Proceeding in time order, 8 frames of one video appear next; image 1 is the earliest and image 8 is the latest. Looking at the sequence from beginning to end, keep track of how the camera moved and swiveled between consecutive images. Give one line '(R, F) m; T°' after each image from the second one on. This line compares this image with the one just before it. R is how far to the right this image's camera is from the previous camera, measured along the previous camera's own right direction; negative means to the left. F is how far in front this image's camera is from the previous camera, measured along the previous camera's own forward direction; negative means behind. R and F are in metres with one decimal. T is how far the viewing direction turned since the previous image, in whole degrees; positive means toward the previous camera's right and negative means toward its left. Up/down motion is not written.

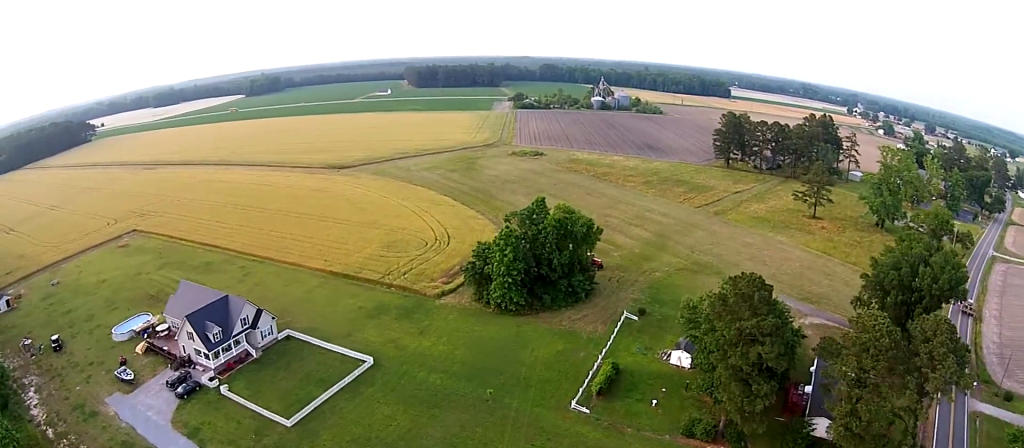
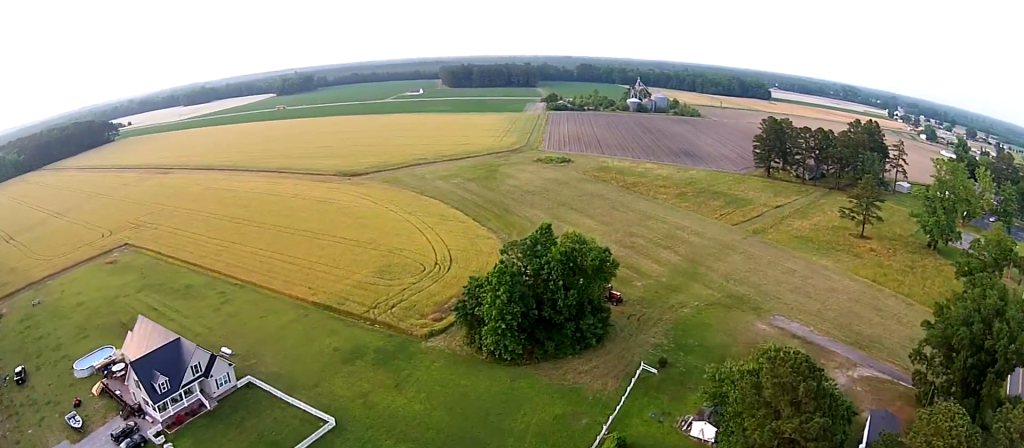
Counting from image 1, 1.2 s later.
(-1.1, +18.7) m; -8°
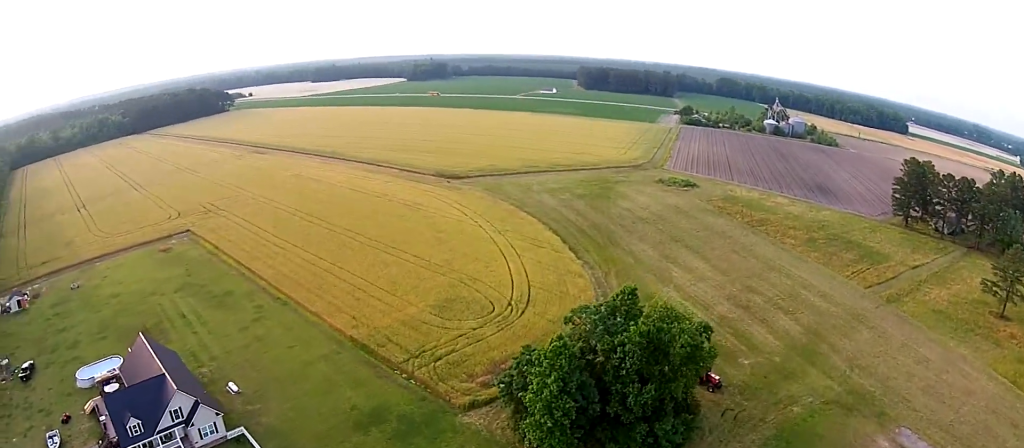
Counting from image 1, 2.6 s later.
(-2.5, +23.4) m; -12°
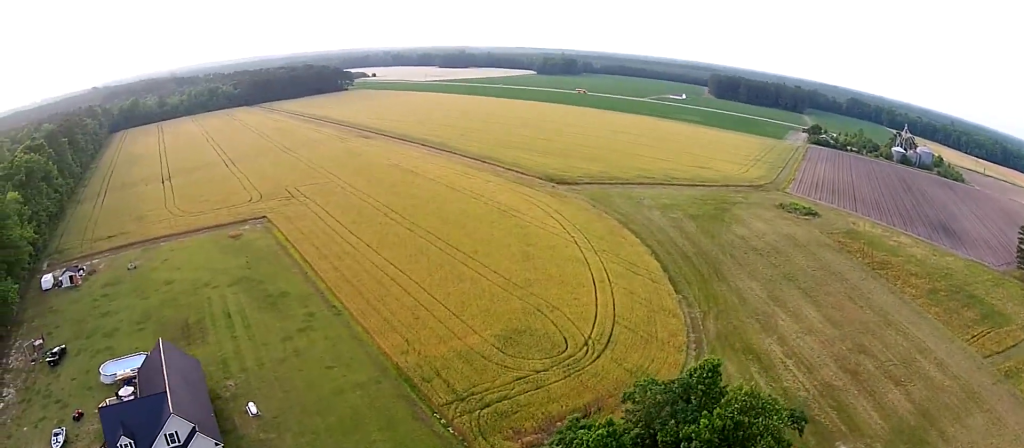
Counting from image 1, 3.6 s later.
(-1.1, +15.7) m; -8°
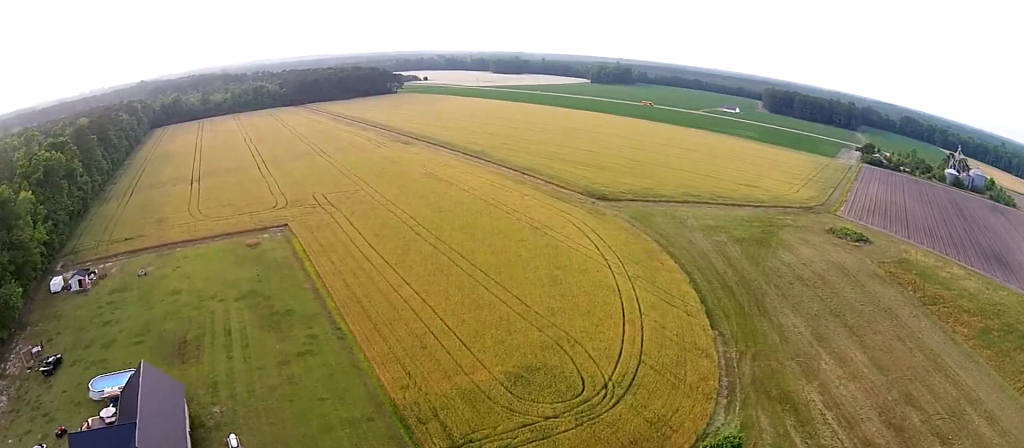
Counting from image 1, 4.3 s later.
(-0.3, +10.5) m; -5°
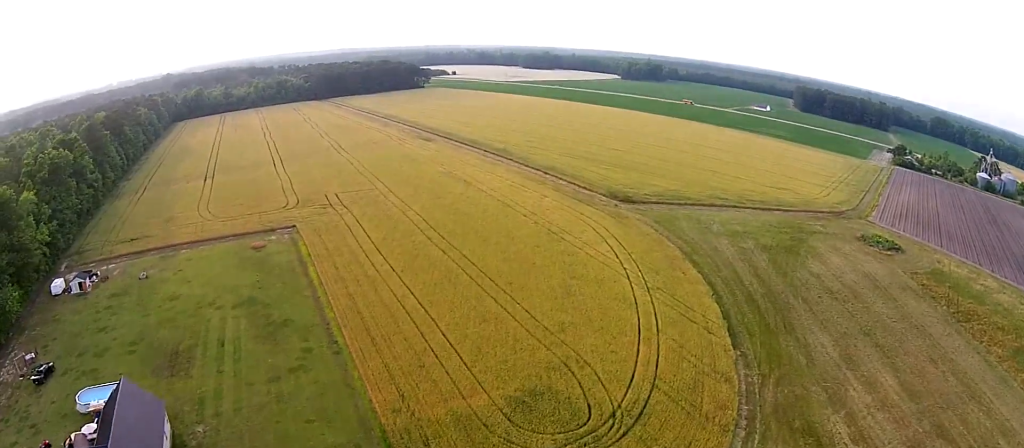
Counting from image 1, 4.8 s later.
(-0.5, +7.9) m; -4°
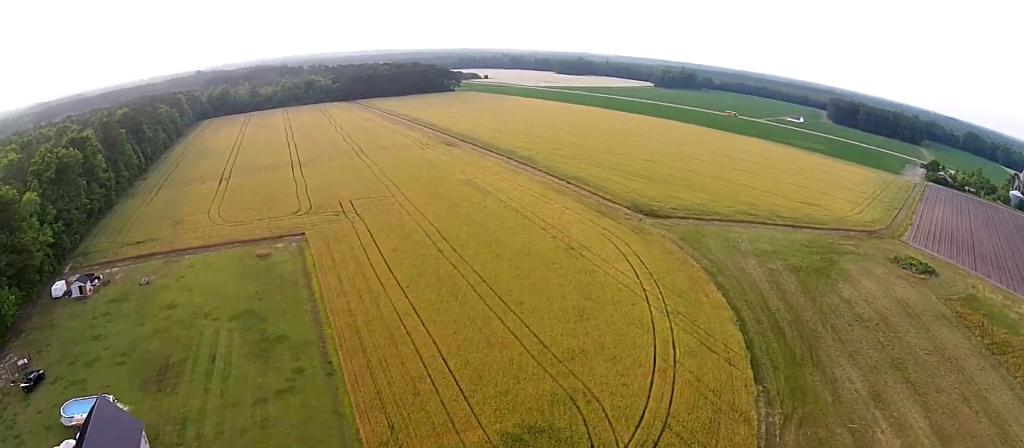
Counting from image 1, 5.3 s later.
(0.0, +7.9) m; -4°
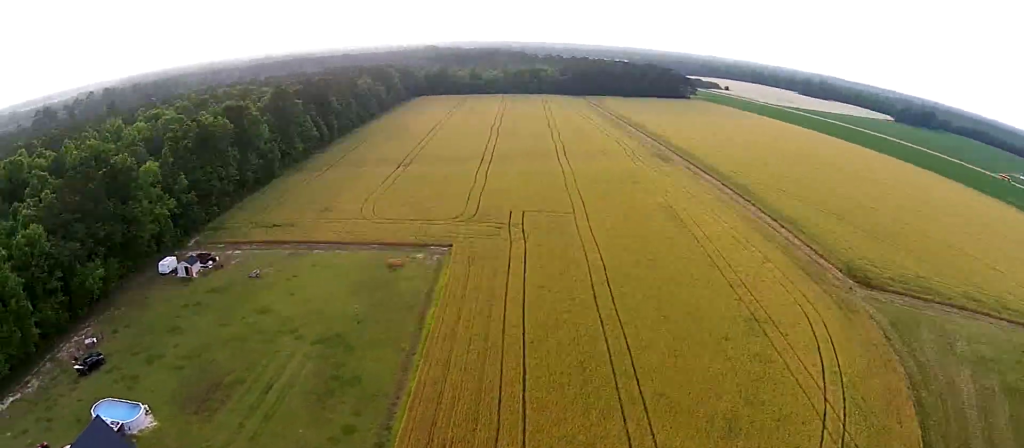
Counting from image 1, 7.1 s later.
(-5.0, +26.8) m; -27°
